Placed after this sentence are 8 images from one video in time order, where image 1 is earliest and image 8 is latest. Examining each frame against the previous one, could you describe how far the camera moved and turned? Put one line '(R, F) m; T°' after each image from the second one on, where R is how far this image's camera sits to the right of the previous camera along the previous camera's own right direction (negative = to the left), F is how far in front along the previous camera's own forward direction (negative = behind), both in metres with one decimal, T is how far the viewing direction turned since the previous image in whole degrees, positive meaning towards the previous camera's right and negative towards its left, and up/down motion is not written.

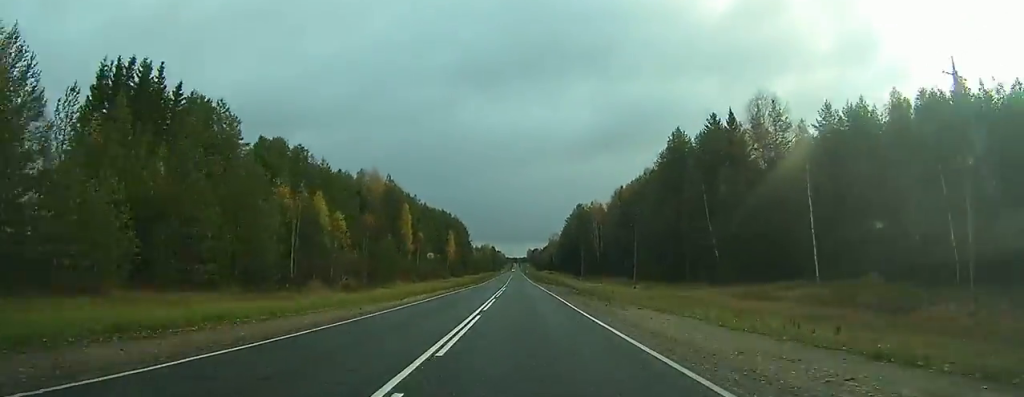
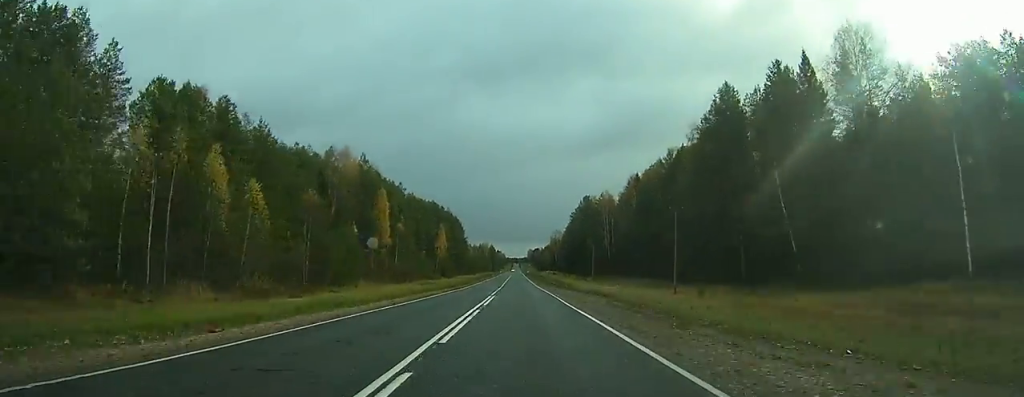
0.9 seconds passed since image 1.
(0.0, +22.5) m; 0°
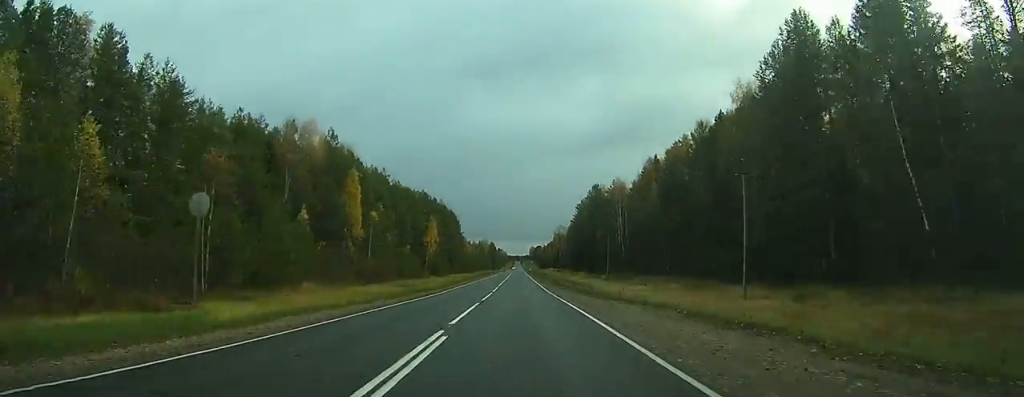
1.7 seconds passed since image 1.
(0.0, +20.0) m; 0°
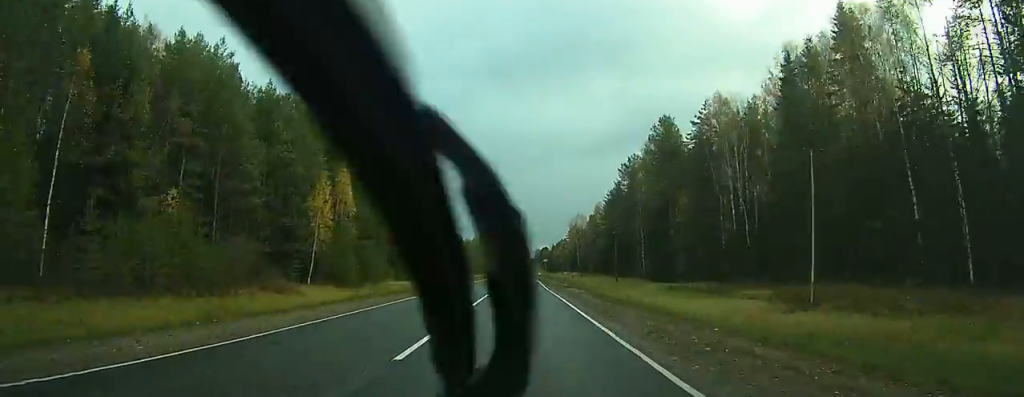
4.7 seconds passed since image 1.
(-0.5, +77.4) m; 0°
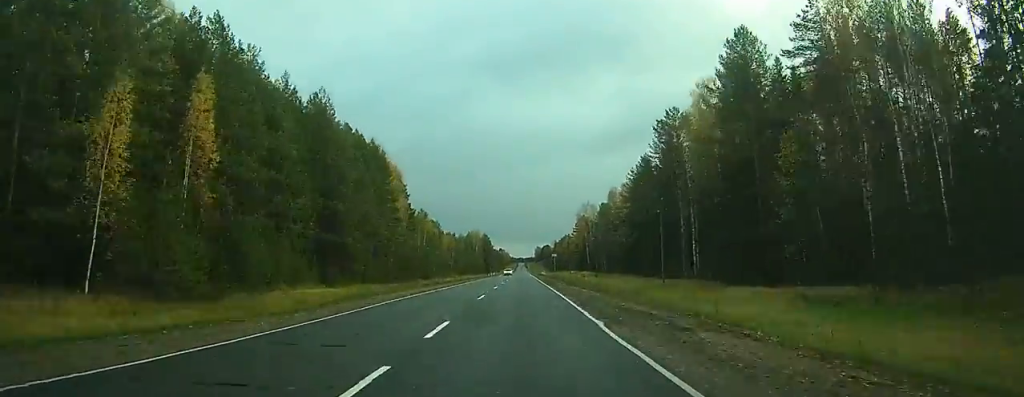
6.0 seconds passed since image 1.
(+0.1, +33.8) m; 0°
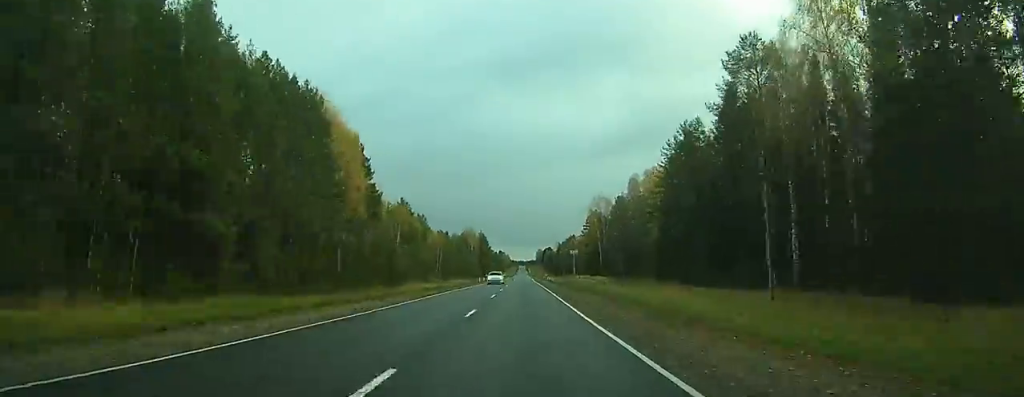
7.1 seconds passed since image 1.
(0.0, +30.3) m; 0°
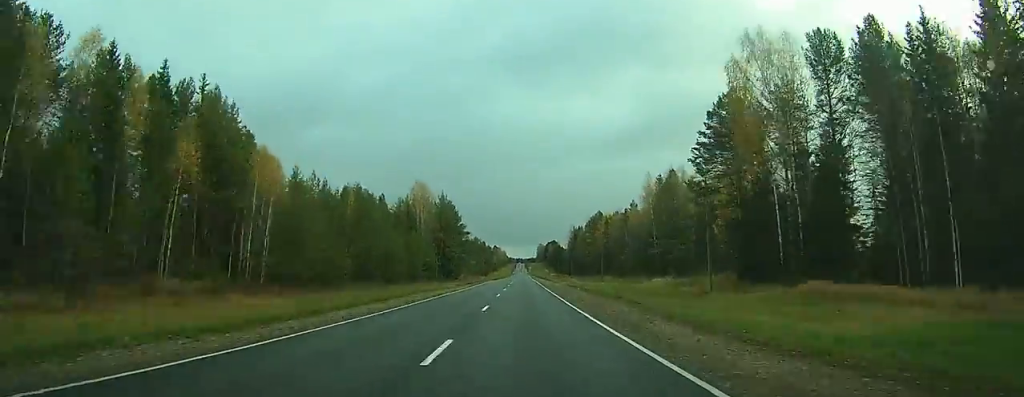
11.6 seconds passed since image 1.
(-0.2, +119.6) m; 0°
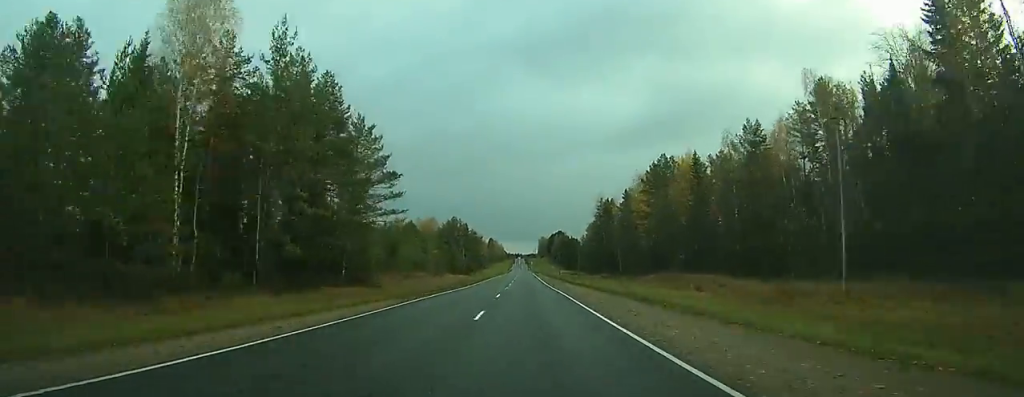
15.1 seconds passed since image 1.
(-0.2, +92.1) m; 0°
